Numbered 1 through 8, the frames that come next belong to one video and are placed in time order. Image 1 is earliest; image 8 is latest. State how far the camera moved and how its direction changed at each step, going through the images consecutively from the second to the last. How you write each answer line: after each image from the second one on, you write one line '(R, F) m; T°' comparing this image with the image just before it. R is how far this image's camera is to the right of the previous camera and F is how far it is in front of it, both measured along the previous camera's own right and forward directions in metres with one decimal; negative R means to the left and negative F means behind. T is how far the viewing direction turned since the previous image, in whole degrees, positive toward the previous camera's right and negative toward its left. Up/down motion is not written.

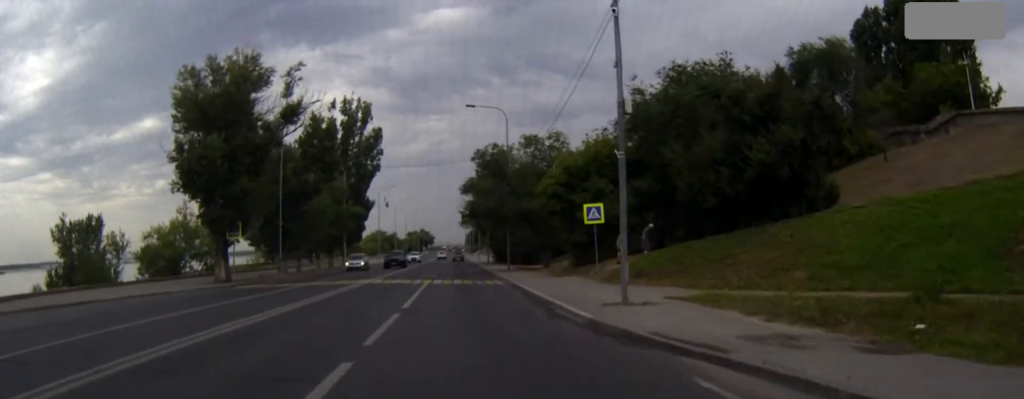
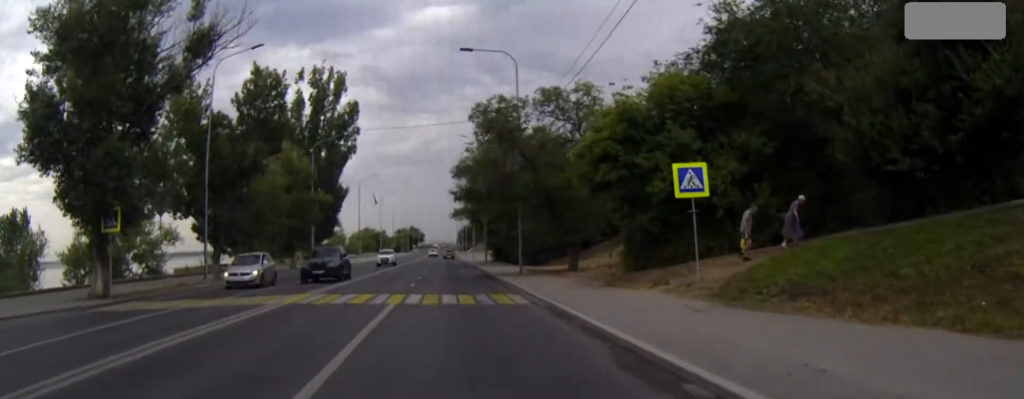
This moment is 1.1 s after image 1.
(0.0, +15.3) m; 0°
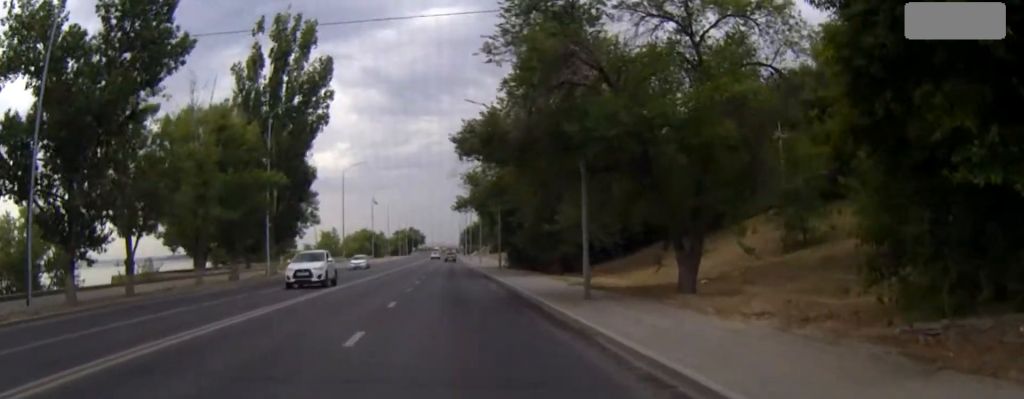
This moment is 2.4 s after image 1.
(+0.1, +18.4) m; 0°
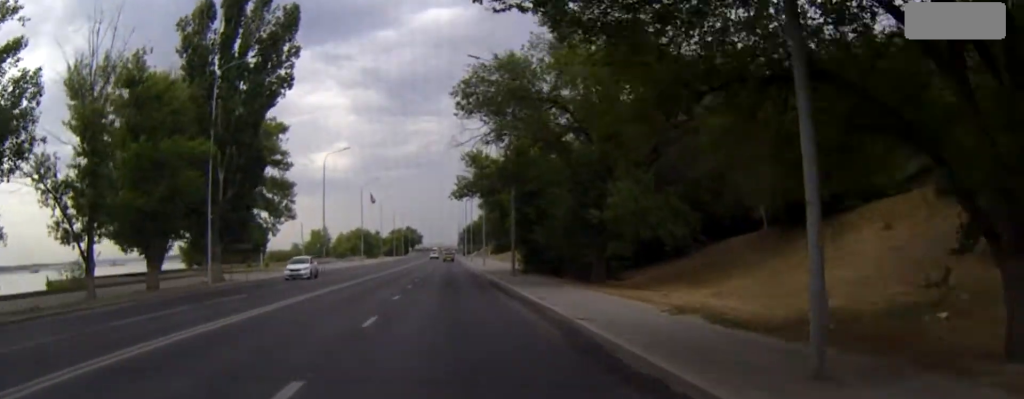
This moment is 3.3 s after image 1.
(0.0, +13.1) m; 0°
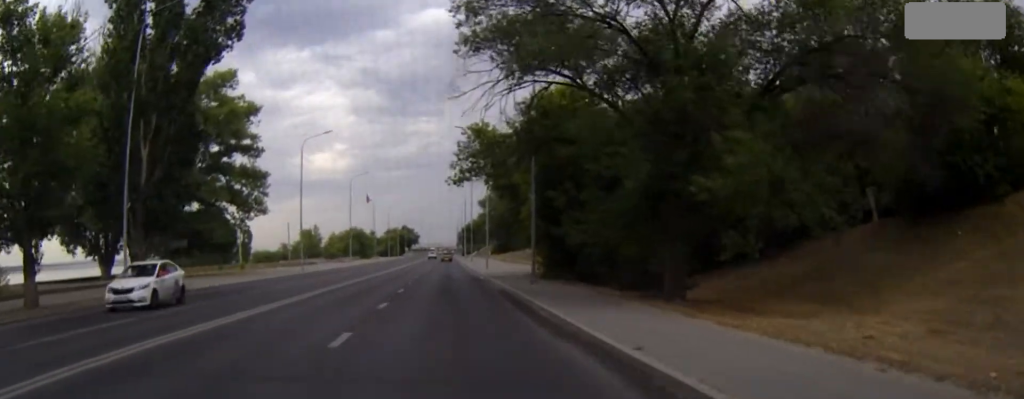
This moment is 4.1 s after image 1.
(-0.1, +11.2) m; 0°
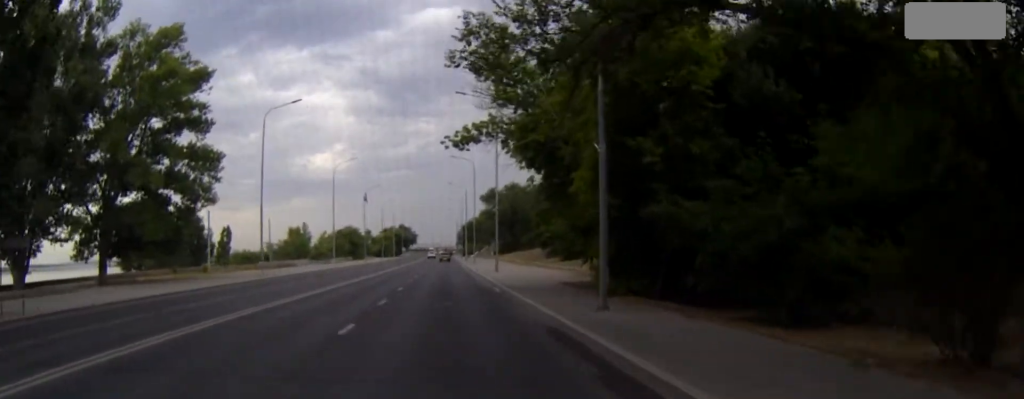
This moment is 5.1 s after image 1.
(+0.1, +14.5) m; 0°
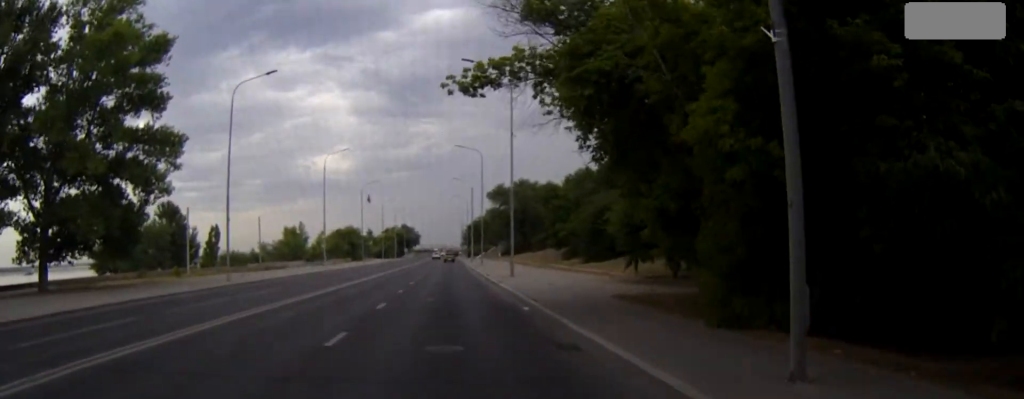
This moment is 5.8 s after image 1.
(0.0, +9.4) m; 0°
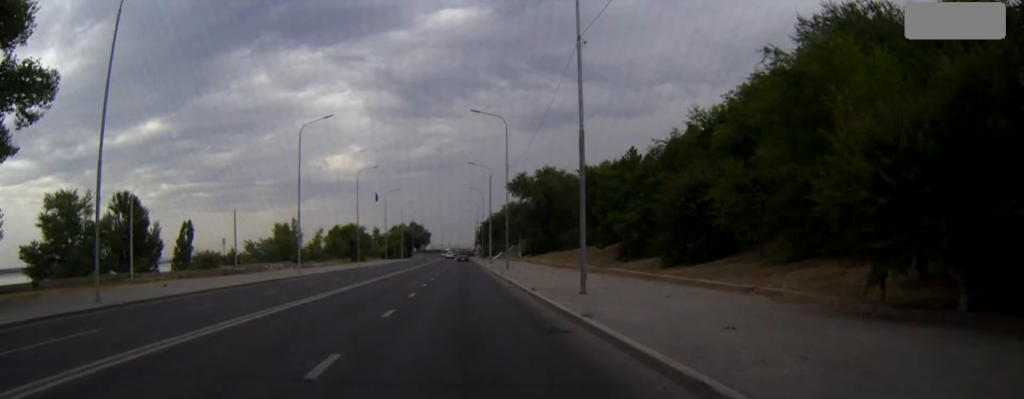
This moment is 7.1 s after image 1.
(-0.1, +19.1) m; 0°
